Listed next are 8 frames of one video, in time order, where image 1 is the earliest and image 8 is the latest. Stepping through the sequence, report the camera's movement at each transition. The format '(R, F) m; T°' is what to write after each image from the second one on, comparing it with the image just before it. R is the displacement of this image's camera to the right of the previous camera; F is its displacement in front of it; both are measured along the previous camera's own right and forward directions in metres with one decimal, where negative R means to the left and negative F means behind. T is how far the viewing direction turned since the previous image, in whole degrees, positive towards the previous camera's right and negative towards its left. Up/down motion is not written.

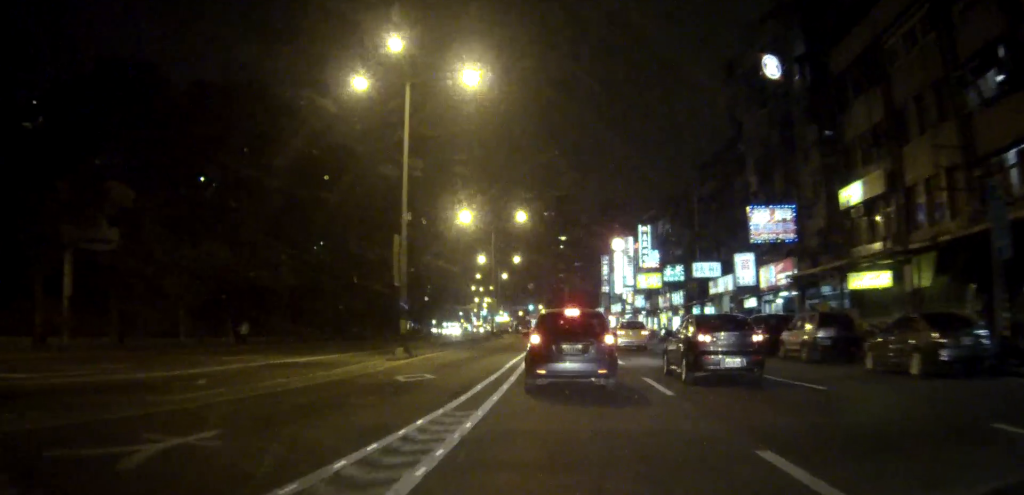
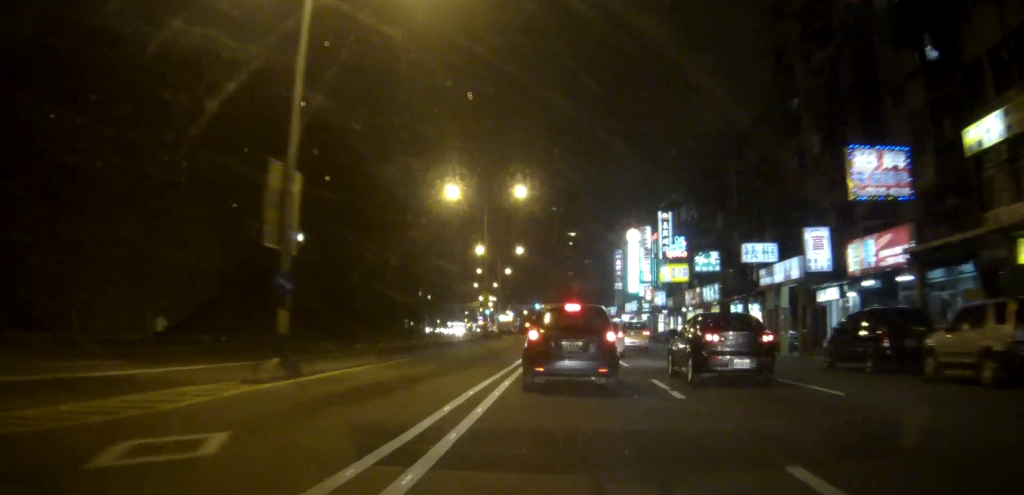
(-0.1, +11.2) m; -1°
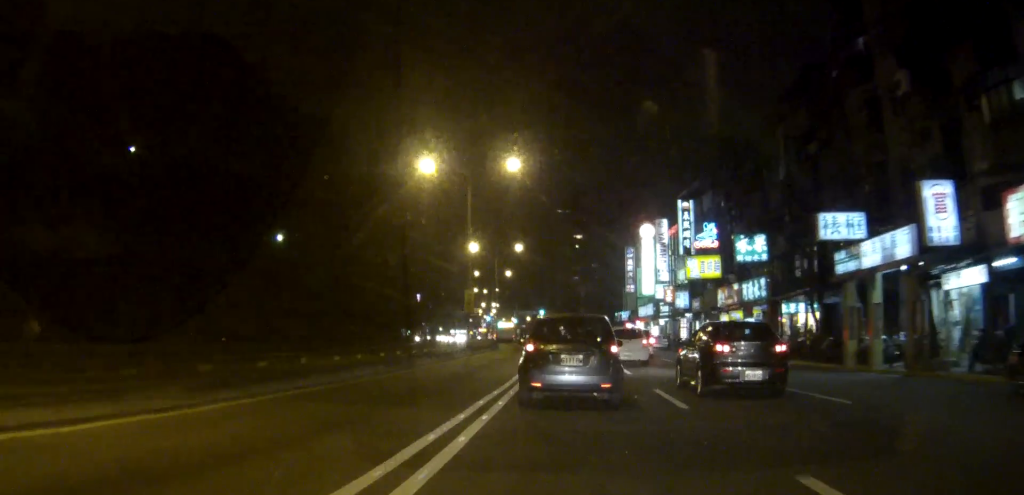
(0.0, +10.4) m; 0°
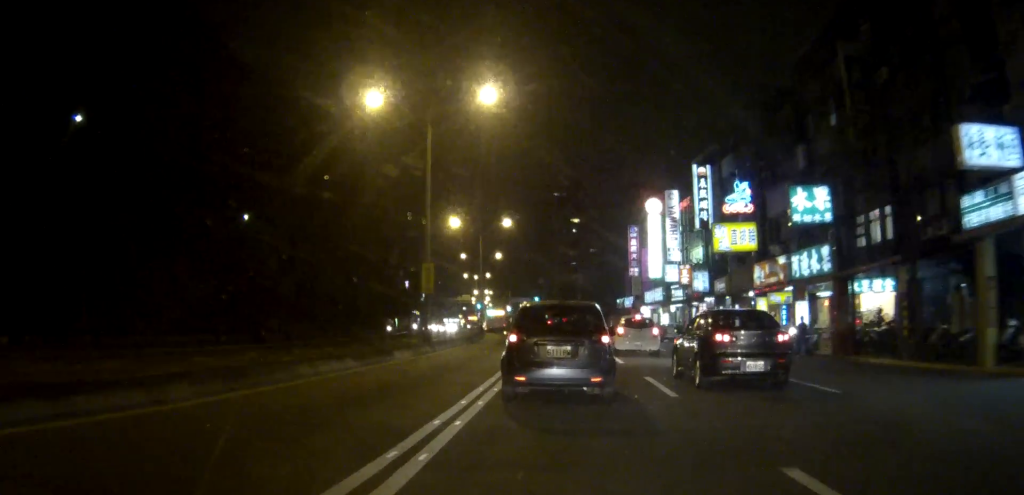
(0.0, +10.1) m; 0°
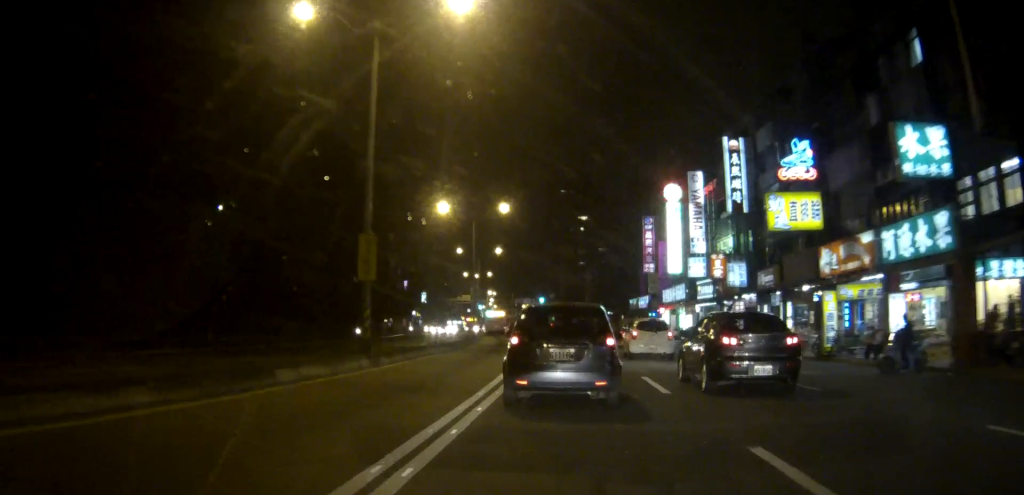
(0.0, +9.2) m; 0°
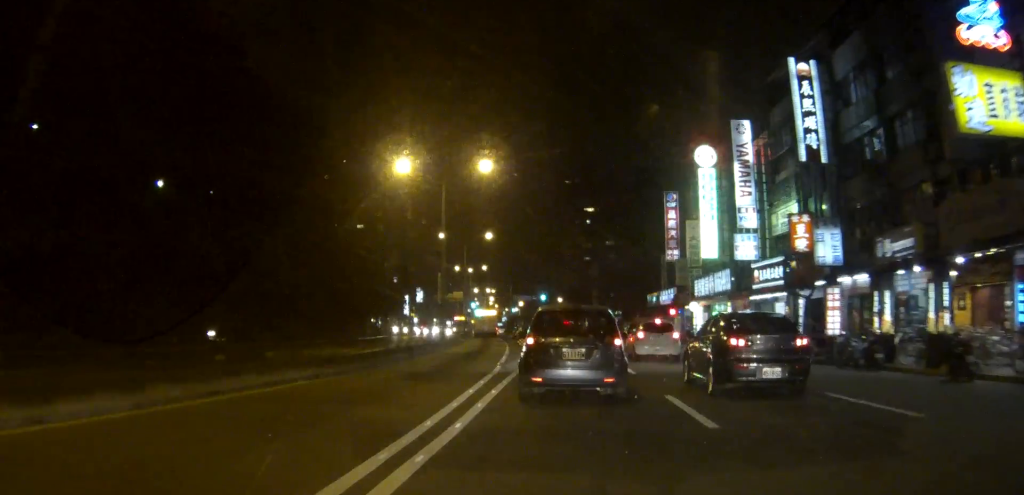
(-0.1, +14.5) m; -1°
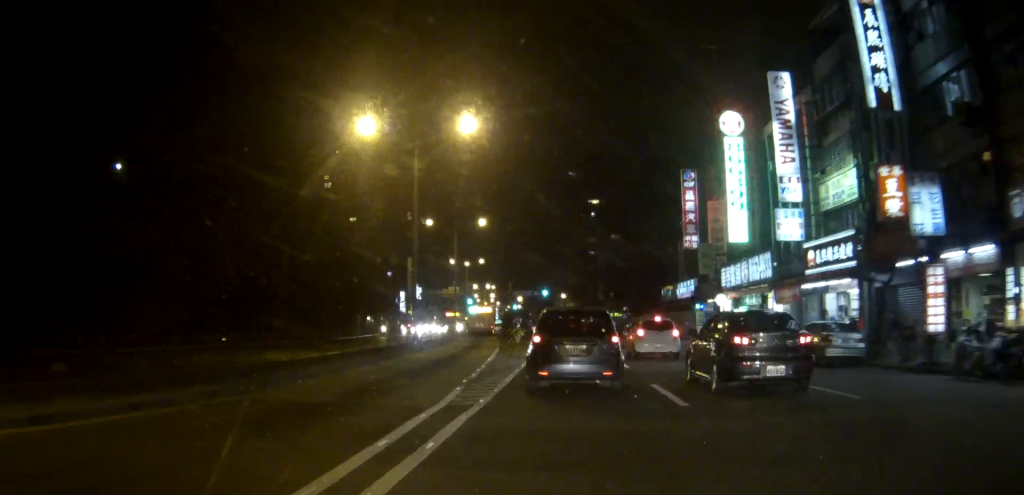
(-0.1, +7.9) m; -1°
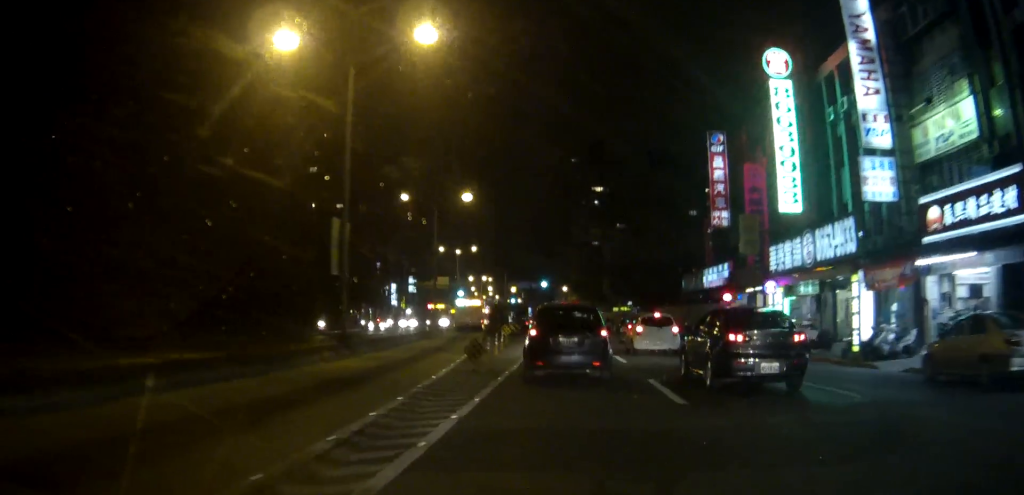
(-0.1, +9.9) m; 0°
